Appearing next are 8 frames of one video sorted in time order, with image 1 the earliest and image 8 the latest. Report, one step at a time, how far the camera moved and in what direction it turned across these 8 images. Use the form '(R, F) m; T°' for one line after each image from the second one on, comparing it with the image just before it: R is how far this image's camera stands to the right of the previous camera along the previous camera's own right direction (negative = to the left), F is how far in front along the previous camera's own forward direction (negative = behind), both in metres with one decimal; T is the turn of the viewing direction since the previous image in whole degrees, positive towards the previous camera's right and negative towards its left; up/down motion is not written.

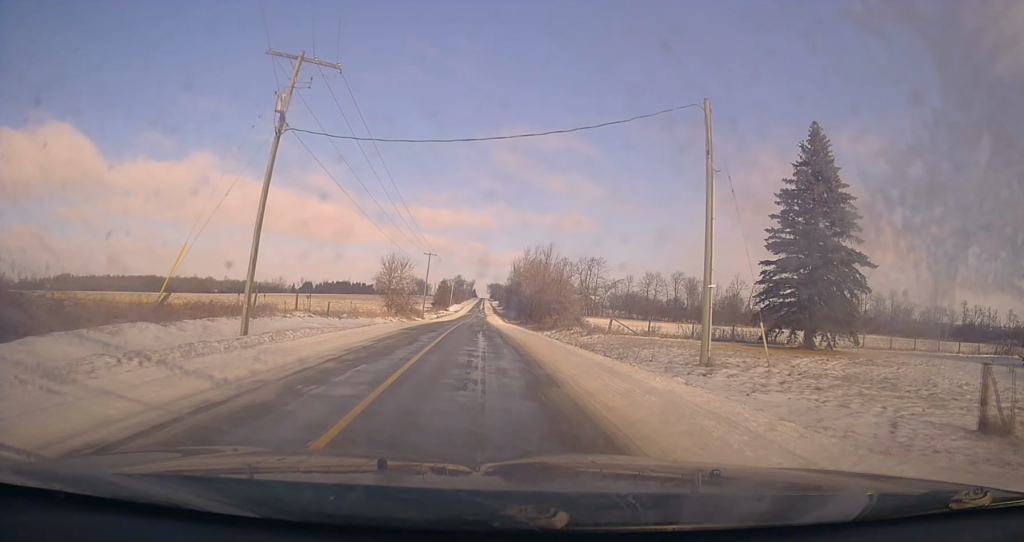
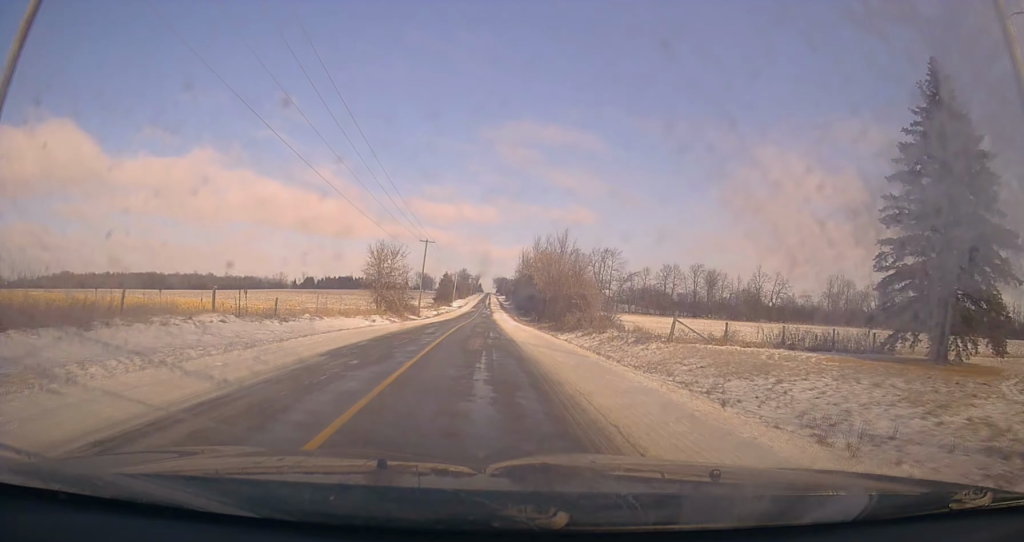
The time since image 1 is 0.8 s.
(+0.3, +13.2) m; 0°
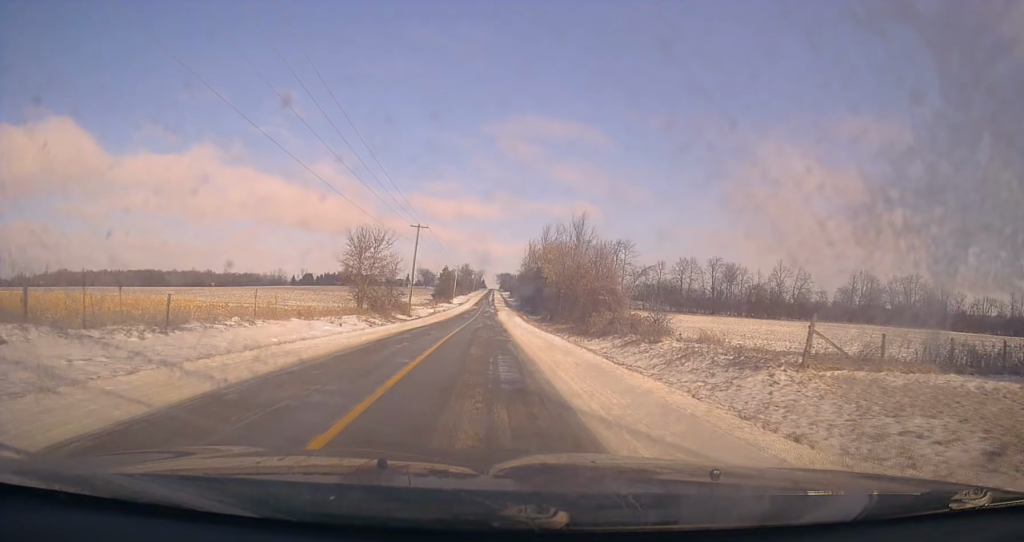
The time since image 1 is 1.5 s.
(-0.2, +12.7) m; -1°
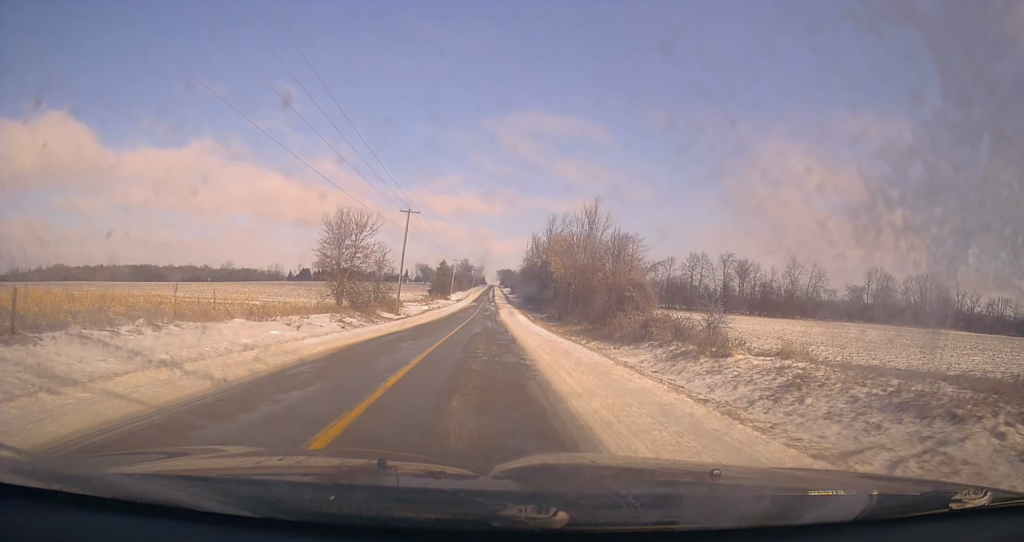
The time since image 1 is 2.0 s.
(-0.1, +9.0) m; 0°
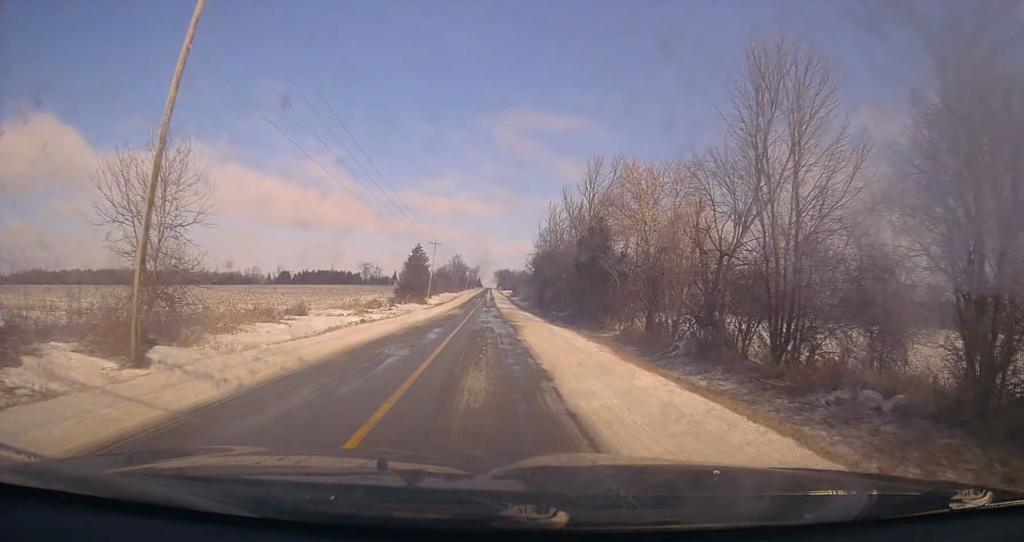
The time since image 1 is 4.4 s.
(+0.3, +43.9) m; 0°
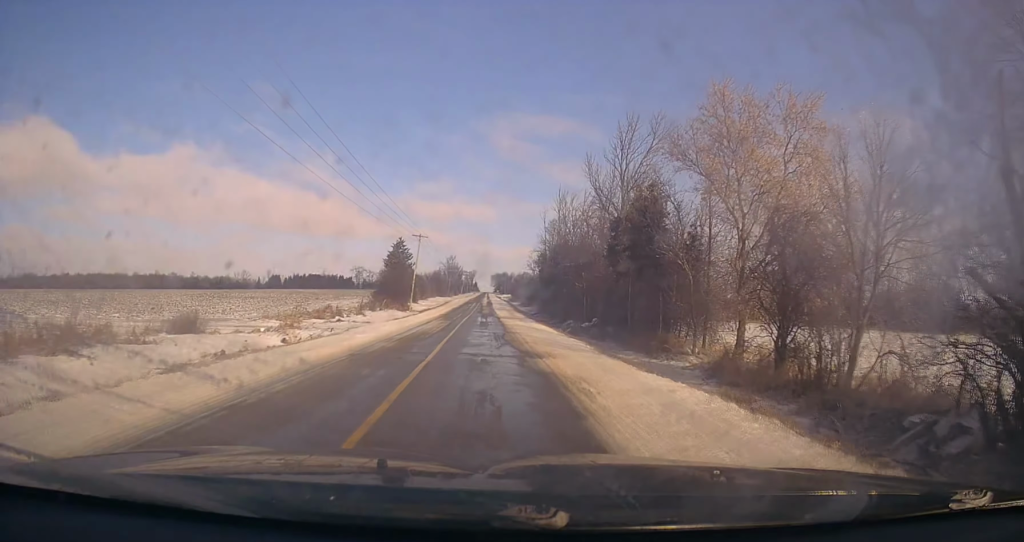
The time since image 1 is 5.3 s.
(0.0, +16.3) m; 0°
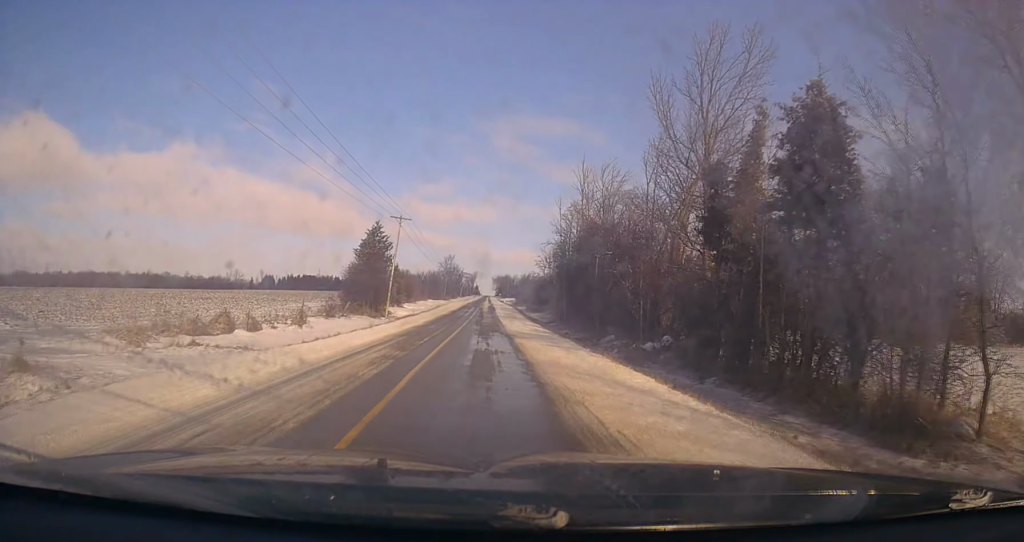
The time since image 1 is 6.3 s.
(-0.1, +17.1) m; 0°
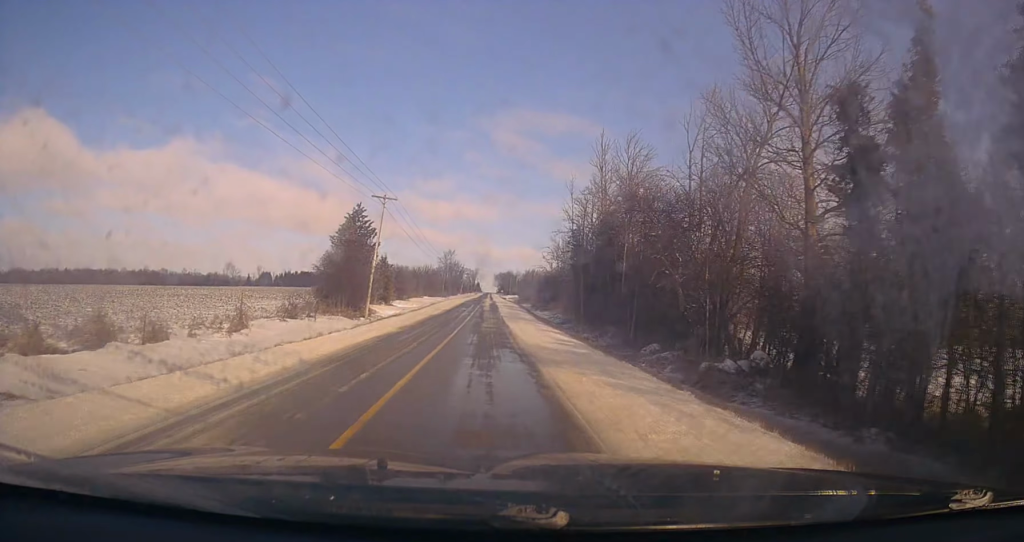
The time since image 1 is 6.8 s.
(-0.2, +9.6) m; 0°
